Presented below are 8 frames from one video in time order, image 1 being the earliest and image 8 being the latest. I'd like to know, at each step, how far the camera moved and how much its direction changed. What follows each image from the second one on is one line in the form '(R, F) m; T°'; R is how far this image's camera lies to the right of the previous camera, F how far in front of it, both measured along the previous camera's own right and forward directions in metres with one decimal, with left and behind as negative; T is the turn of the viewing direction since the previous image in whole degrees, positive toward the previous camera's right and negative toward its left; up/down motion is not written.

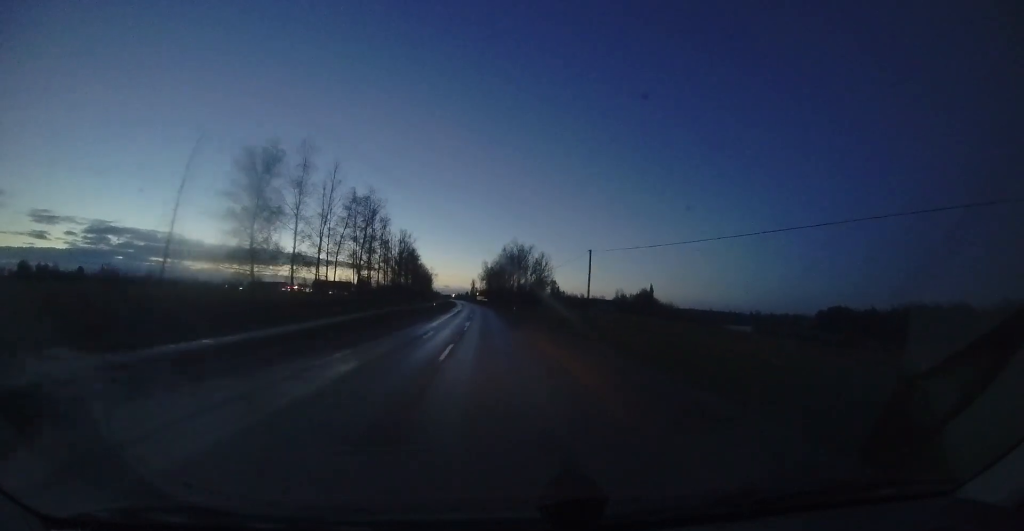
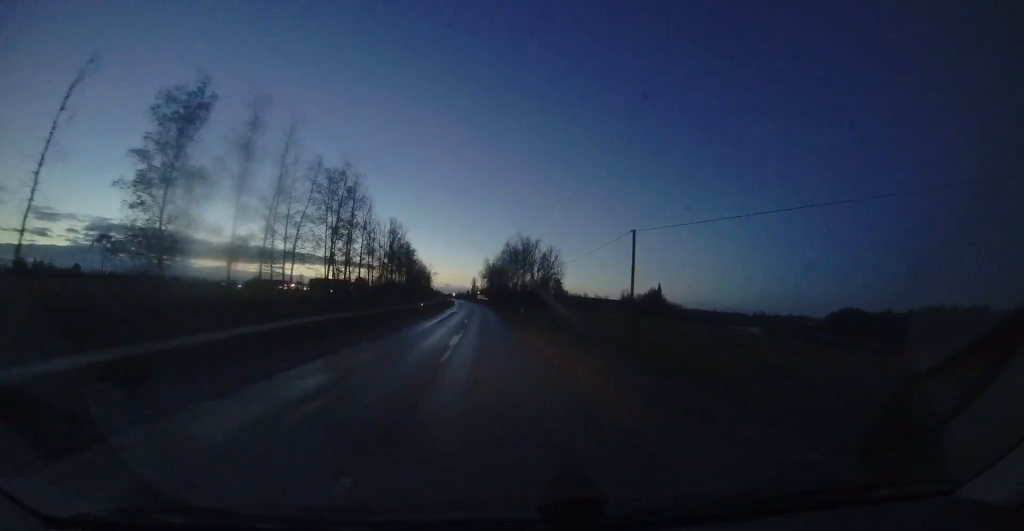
(+0.1, +9.3) m; 0°
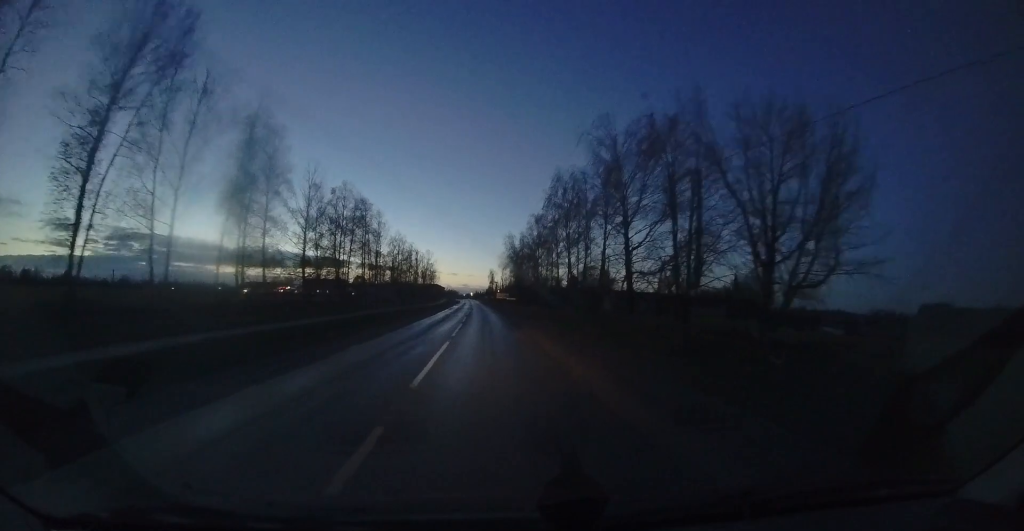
(-0.5, +53.4) m; -3°
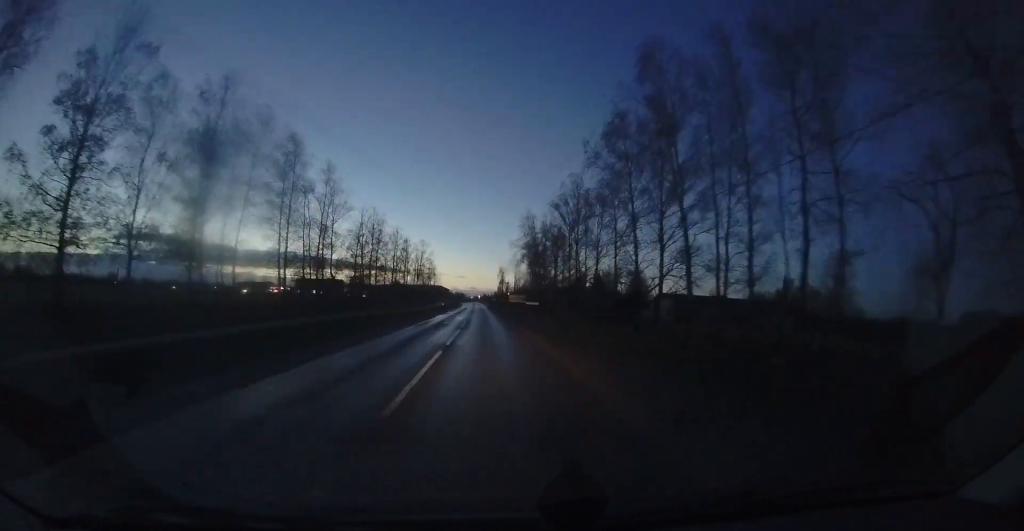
(-0.8, +25.5) m; -3°
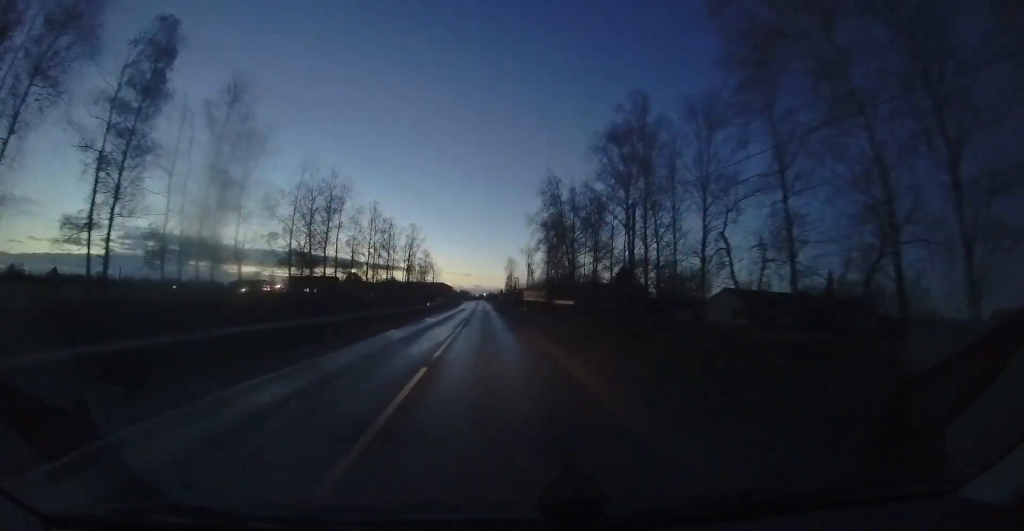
(-0.2, +18.9) m; 0°
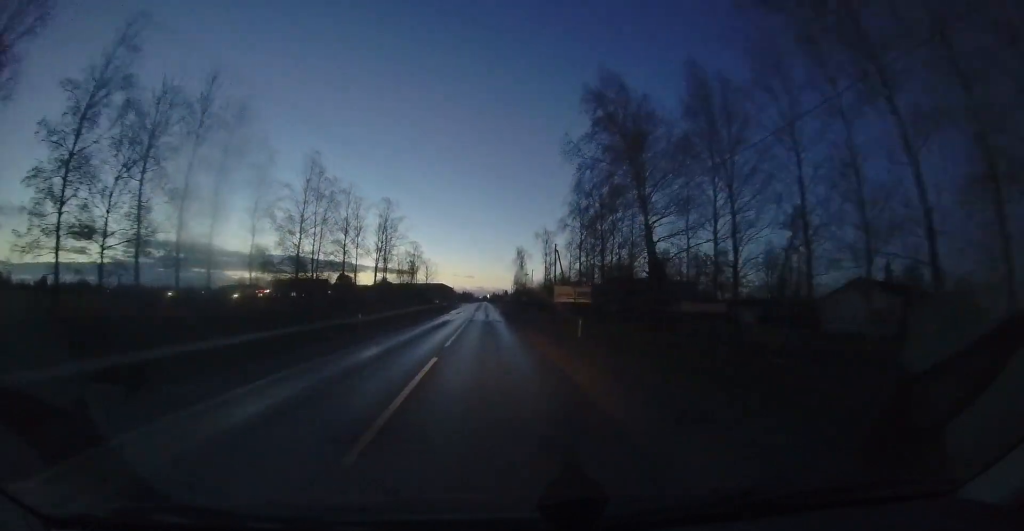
(+0.4, +22.1) m; 0°
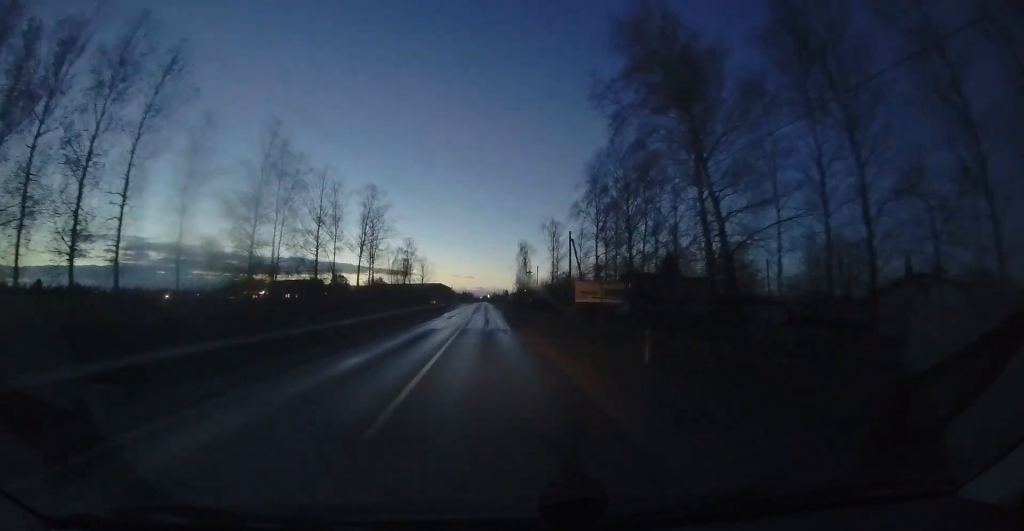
(+0.1, +7.5) m; 0°
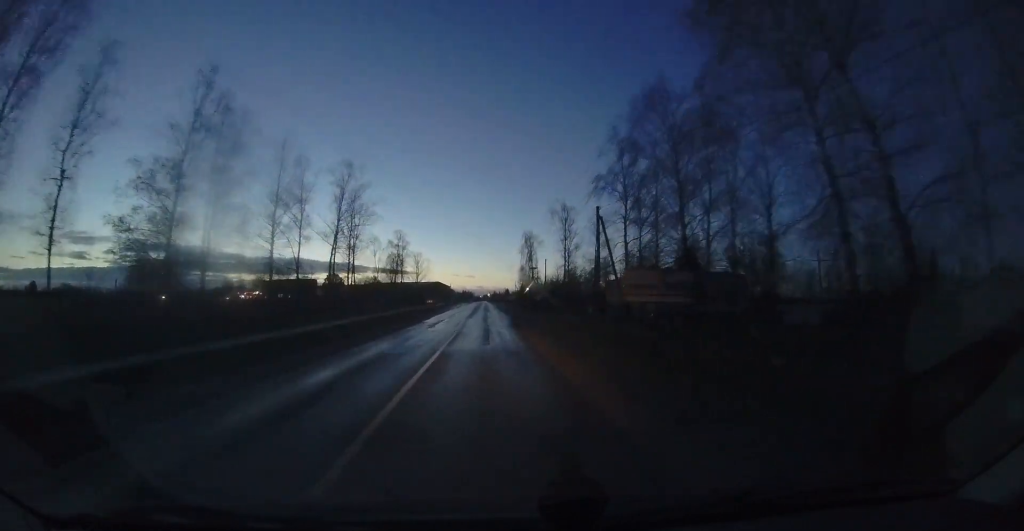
(-0.2, +8.6) m; 0°
